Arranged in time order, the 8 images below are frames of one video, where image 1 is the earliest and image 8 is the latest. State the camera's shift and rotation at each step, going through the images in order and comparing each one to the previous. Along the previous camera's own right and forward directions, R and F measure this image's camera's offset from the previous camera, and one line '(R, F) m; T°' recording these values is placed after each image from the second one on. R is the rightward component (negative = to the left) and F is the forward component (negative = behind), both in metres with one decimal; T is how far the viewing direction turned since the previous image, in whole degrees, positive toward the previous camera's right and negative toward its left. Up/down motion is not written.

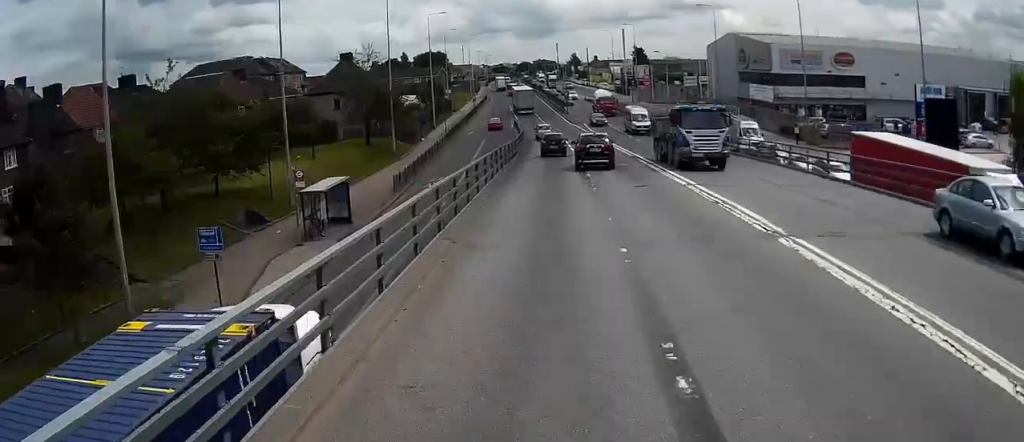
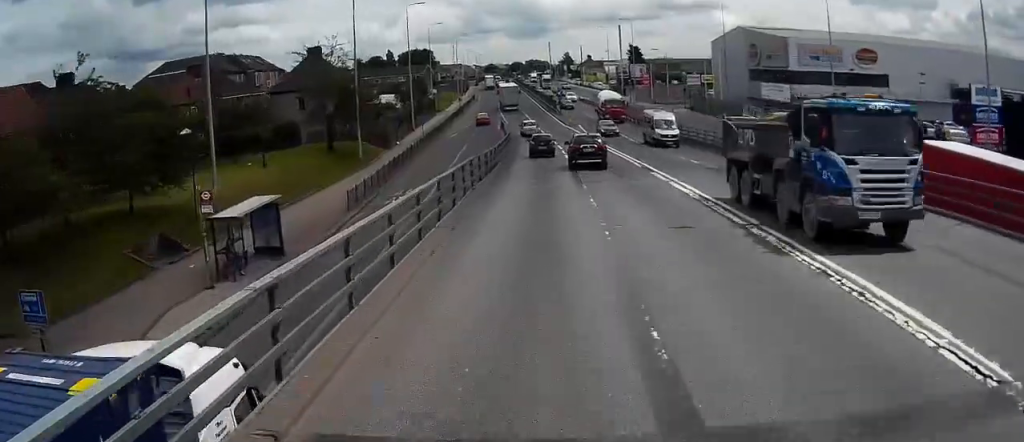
(+0.1, +9.3) m; +1°
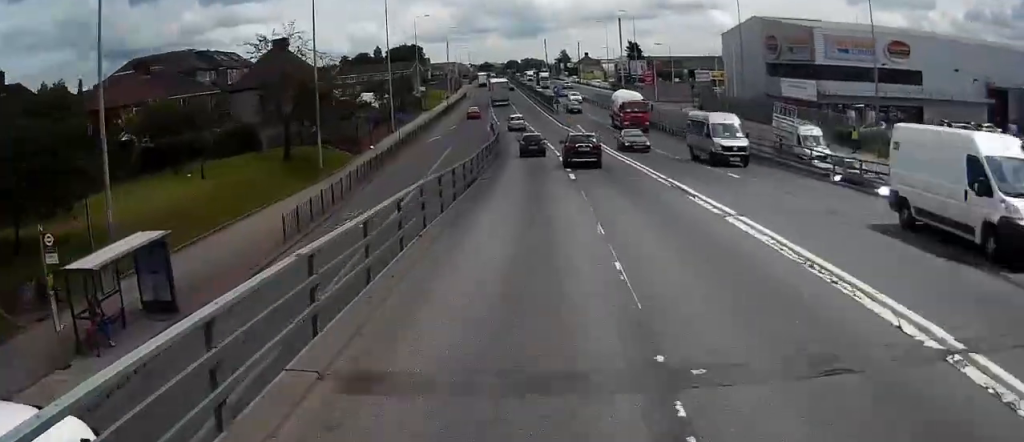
(0.0, +8.8) m; +1°
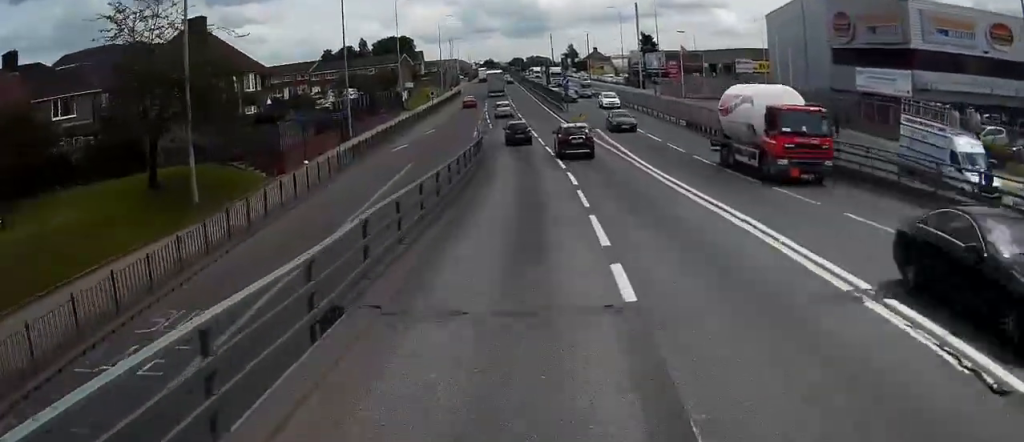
(+0.3, +18.7) m; +2°
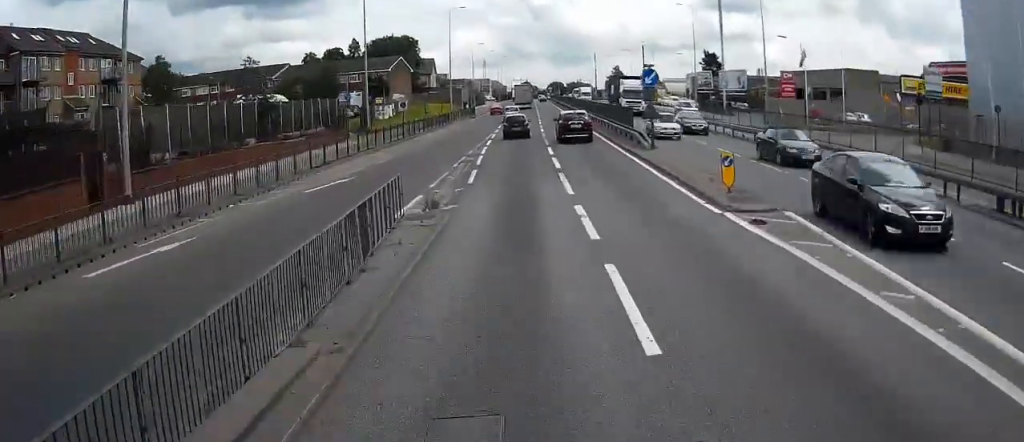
(-0.5, +36.5) m; -3°
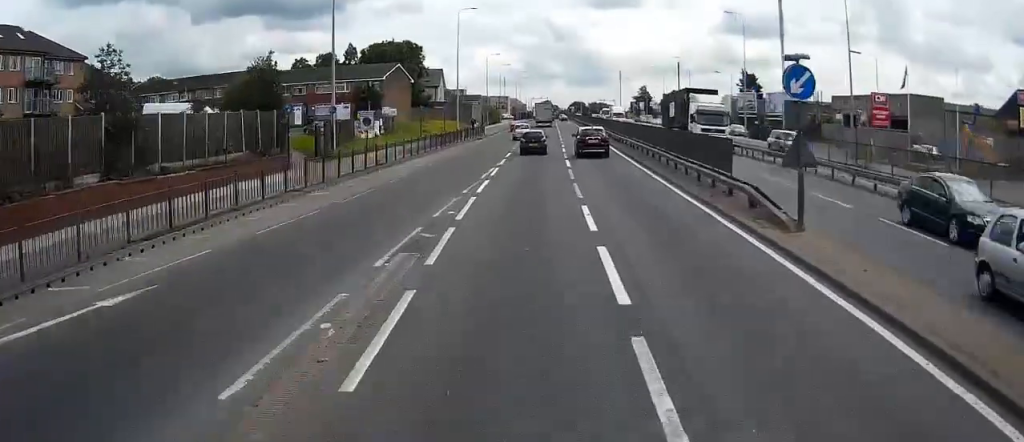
(-0.3, +16.2) m; -1°
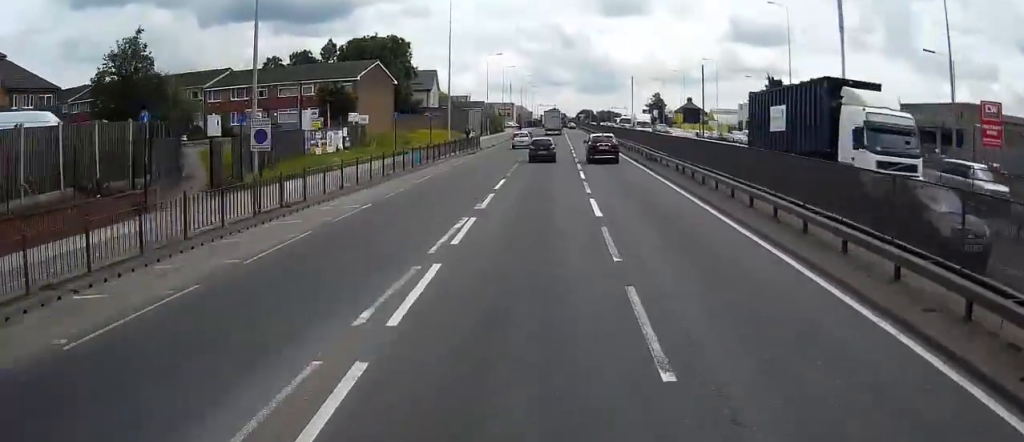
(0.0, +14.6) m; 0°
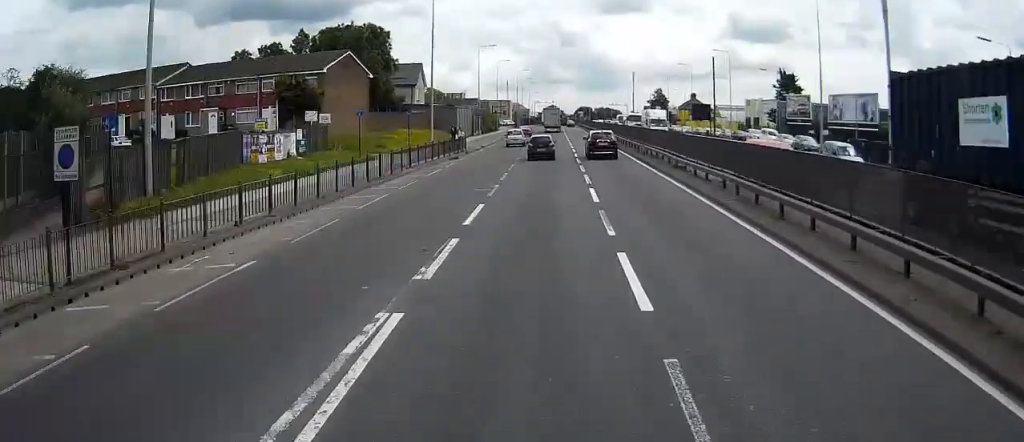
(0.0, +9.4) m; 0°
